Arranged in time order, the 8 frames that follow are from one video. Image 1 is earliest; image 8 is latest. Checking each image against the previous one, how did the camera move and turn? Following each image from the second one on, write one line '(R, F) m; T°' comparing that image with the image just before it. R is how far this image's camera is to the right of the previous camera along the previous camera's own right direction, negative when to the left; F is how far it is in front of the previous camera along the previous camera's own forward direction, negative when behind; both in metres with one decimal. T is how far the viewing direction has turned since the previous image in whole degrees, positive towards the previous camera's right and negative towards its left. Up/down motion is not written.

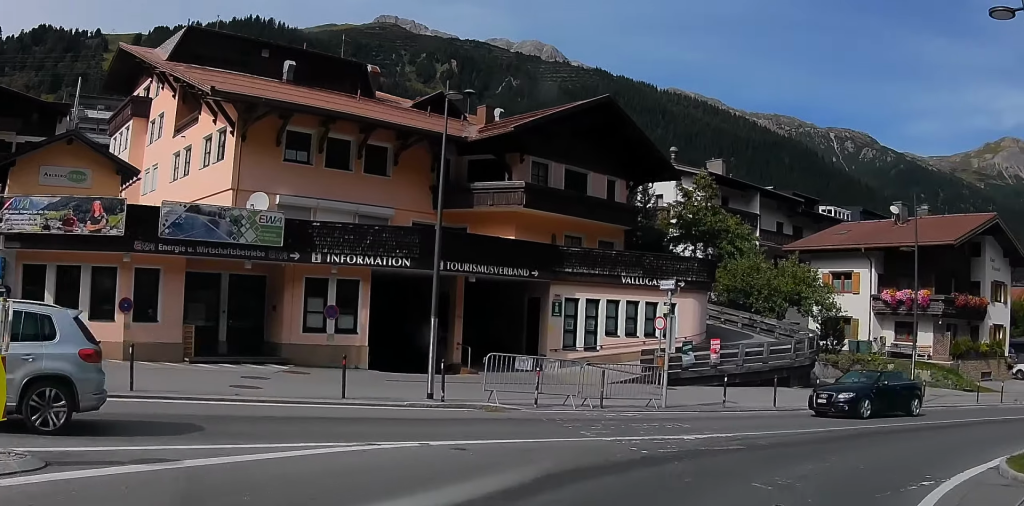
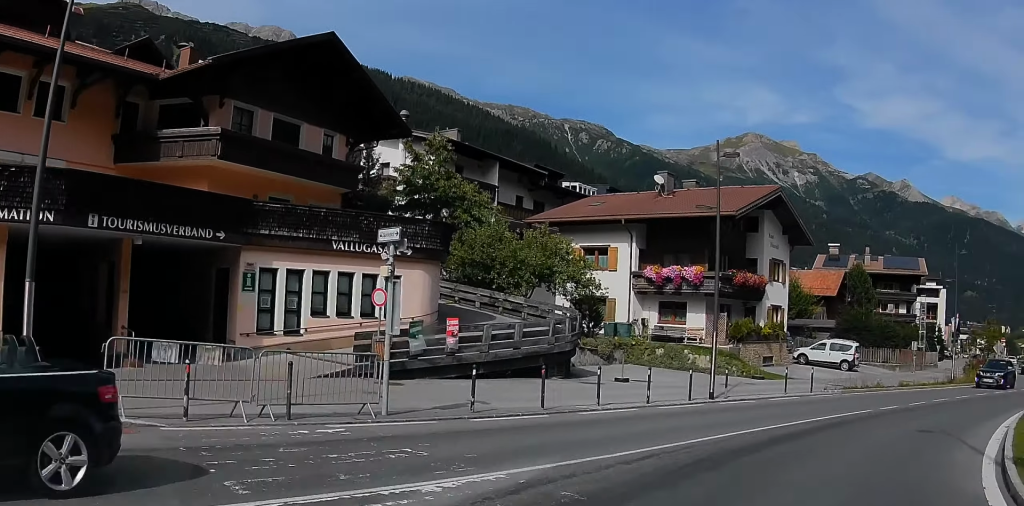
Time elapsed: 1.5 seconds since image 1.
(+1.7, +6.2) m; +23°
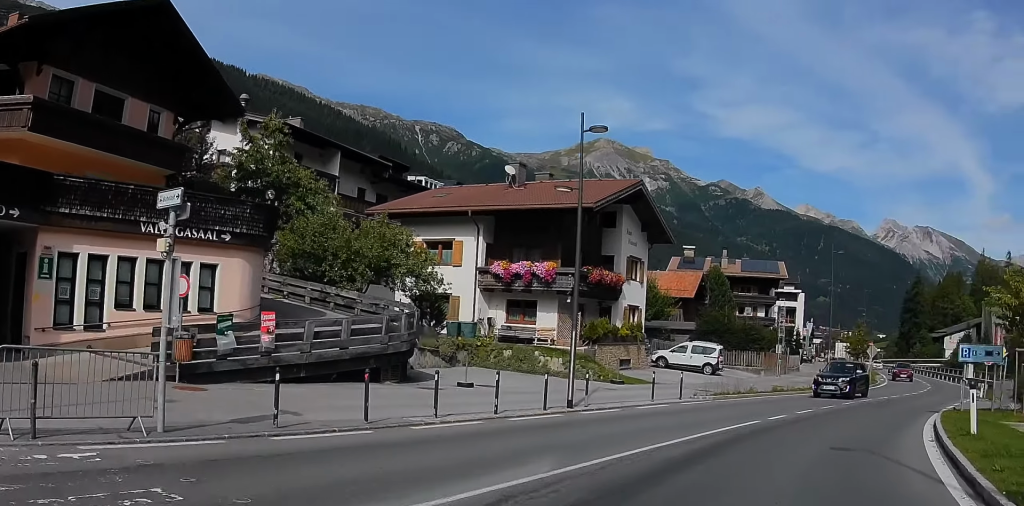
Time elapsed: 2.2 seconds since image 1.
(-0.1, +3.1) m; +9°
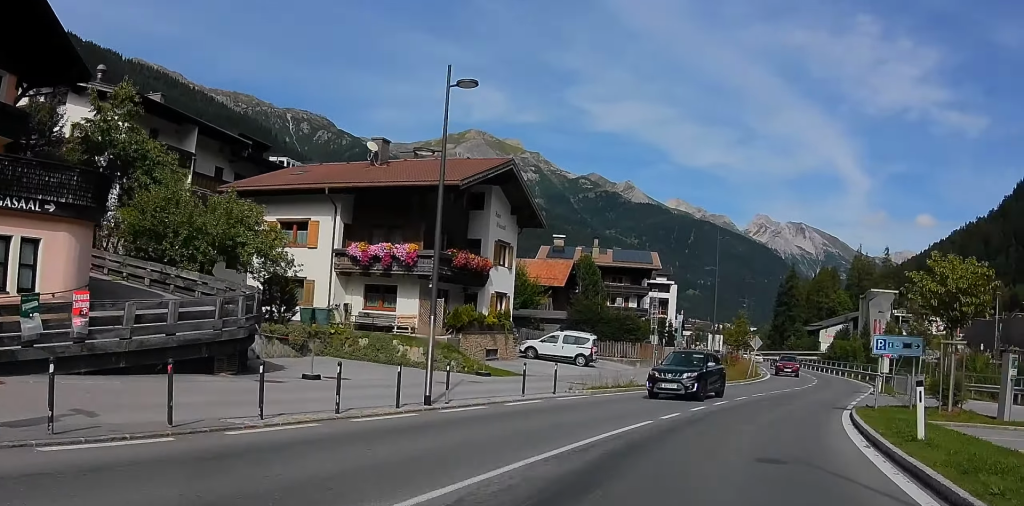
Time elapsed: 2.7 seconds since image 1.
(+0.6, +2.7) m; +5°
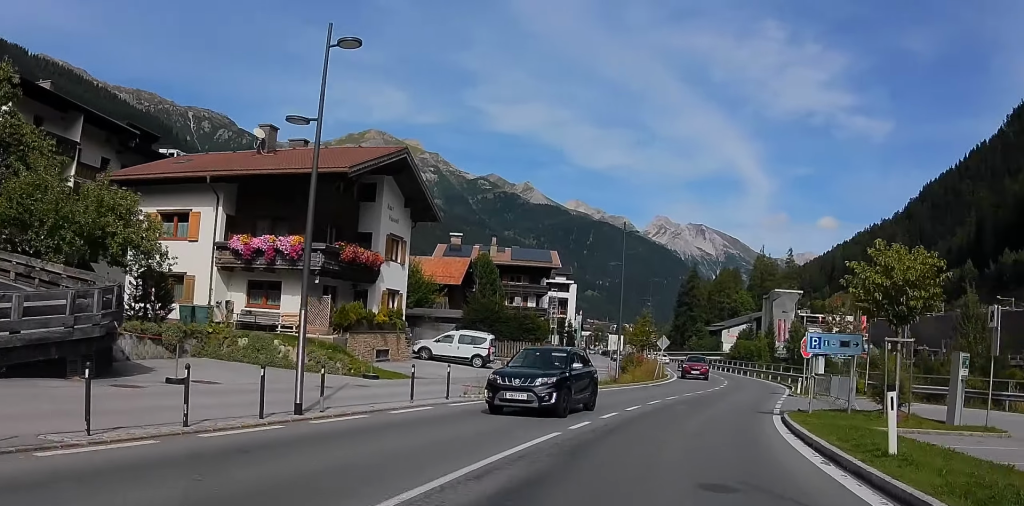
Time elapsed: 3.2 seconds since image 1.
(+0.2, +2.3) m; +4°
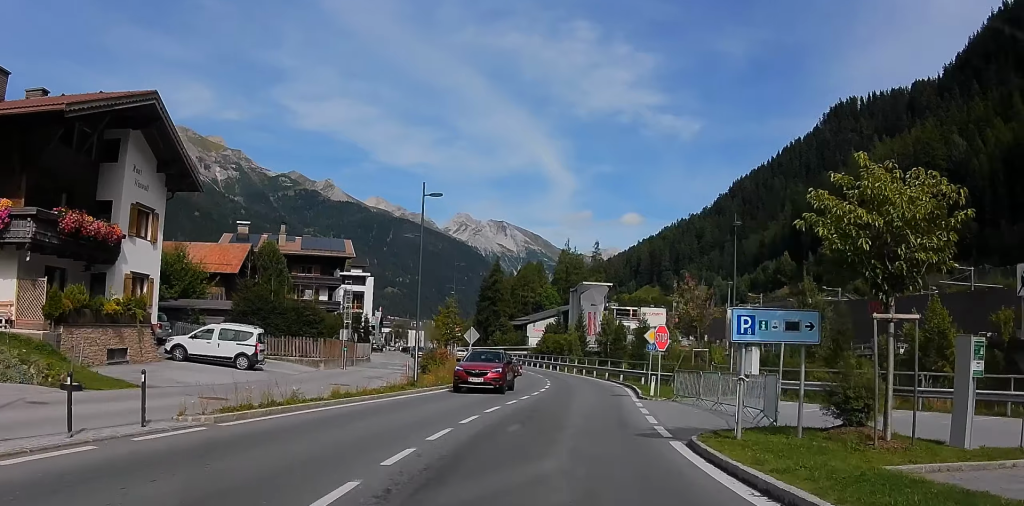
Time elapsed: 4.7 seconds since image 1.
(+0.9, +7.6) m; +23°
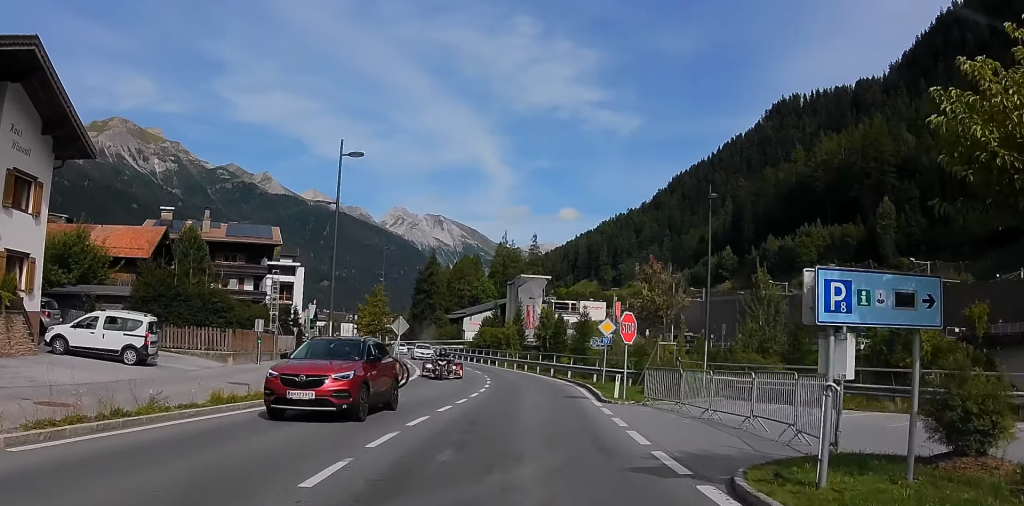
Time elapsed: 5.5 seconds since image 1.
(+0.8, +4.8) m; +10°
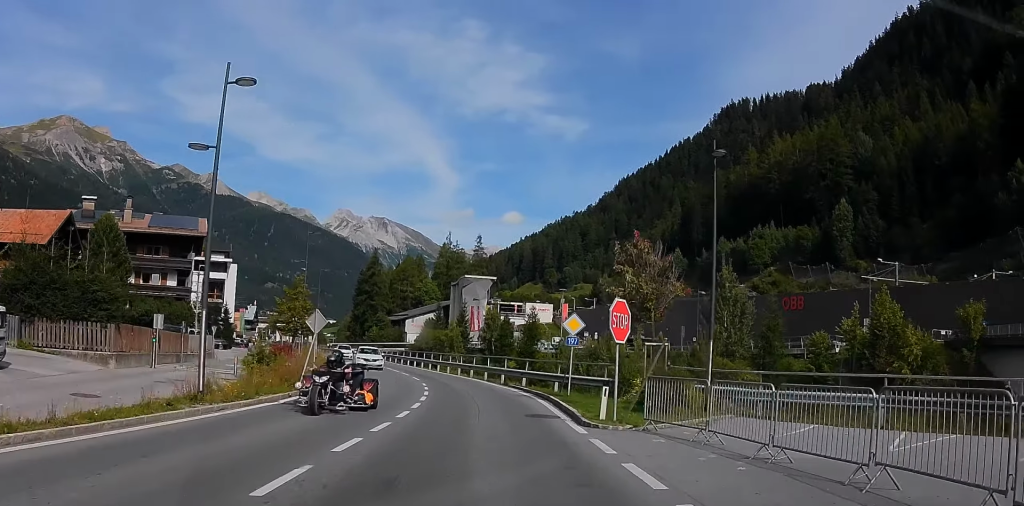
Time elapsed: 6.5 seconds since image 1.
(+0.2, +6.5) m; +1°
